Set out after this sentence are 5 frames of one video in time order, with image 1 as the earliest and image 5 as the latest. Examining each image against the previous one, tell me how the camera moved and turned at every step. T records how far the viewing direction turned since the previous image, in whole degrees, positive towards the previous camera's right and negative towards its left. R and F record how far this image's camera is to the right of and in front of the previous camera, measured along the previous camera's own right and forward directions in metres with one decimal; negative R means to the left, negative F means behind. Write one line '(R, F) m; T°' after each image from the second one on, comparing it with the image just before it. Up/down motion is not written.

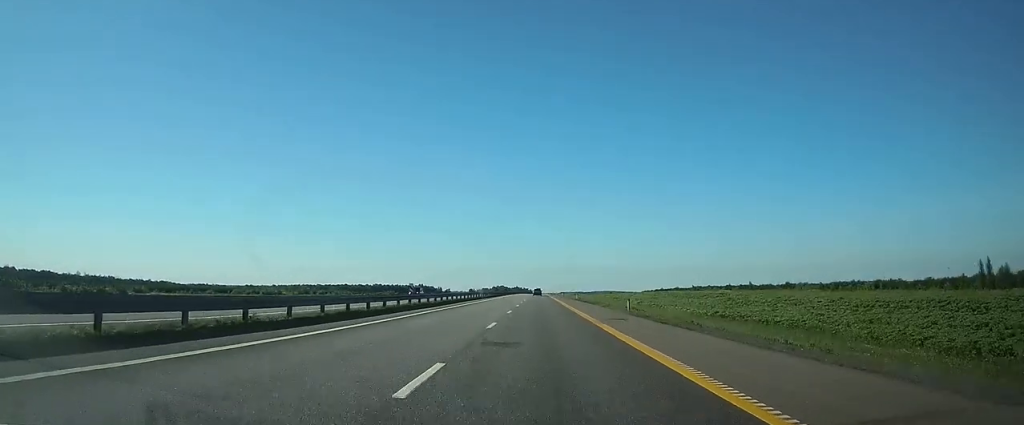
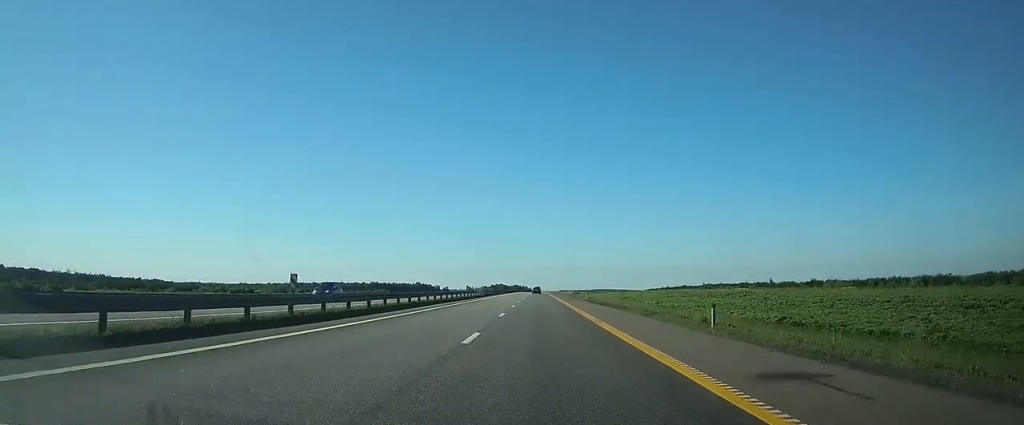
(0.0, +18.6) m; 0°
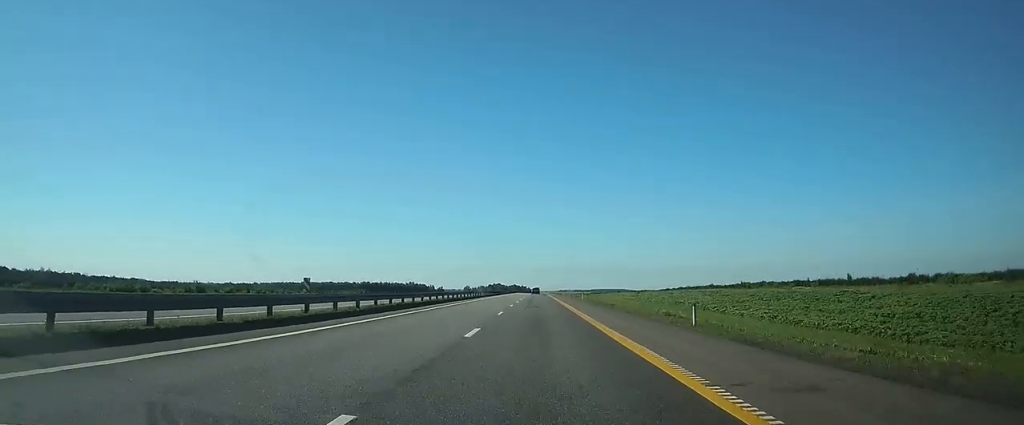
(+0.1, +47.2) m; 0°
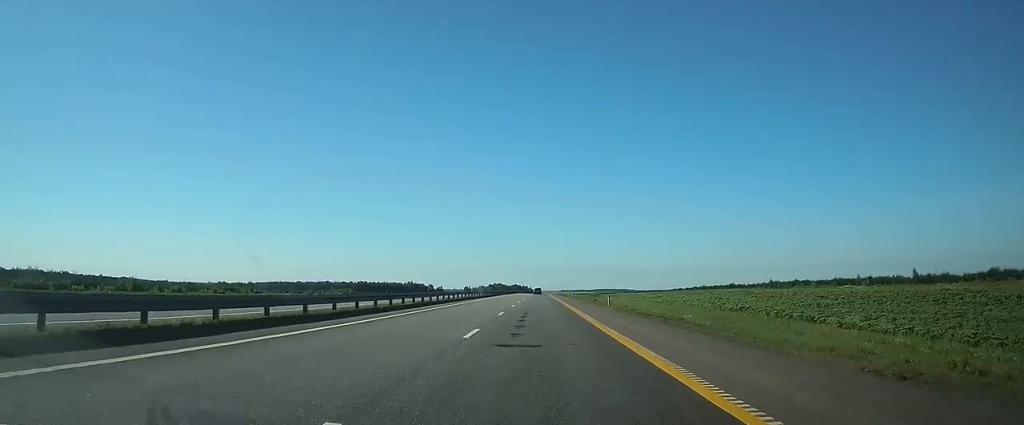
(0.0, +24.4) m; 0°
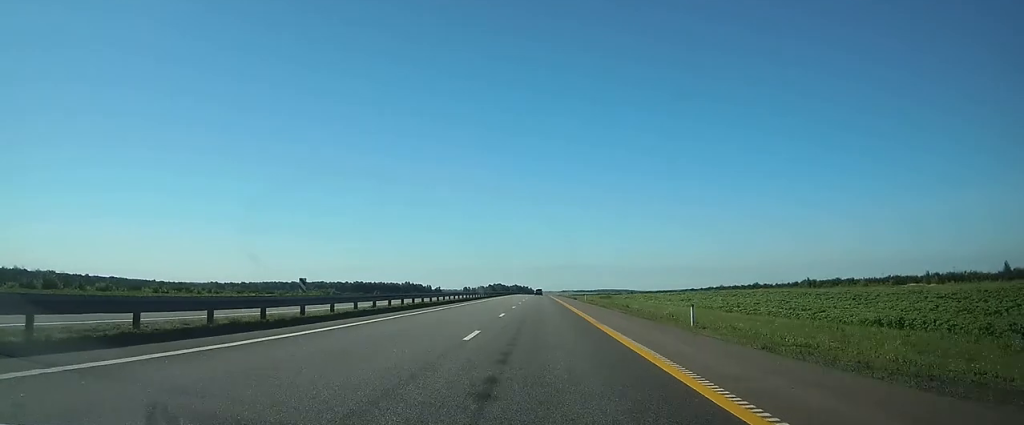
(-0.1, +24.4) m; 0°
